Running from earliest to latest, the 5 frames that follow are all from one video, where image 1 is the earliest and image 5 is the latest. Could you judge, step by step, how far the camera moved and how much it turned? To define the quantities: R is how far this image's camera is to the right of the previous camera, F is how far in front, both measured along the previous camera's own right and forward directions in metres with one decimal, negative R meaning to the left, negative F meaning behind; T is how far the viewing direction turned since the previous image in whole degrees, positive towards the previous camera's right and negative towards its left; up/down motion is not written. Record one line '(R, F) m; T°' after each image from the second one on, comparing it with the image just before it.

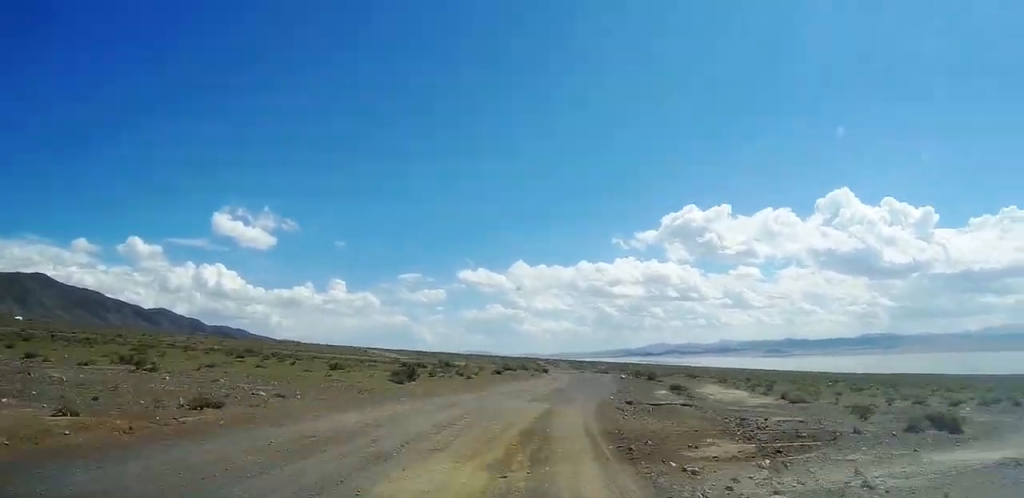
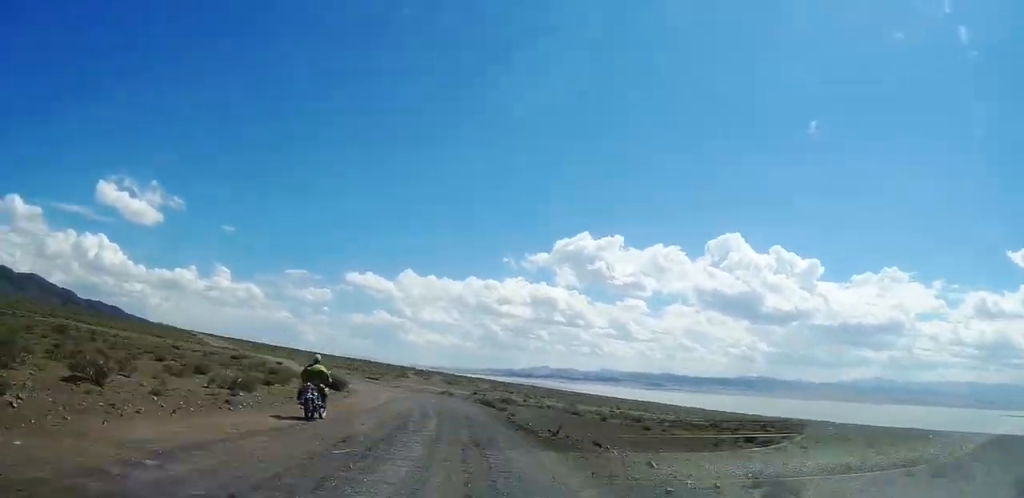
(+5.3, +62.7) m; -6°
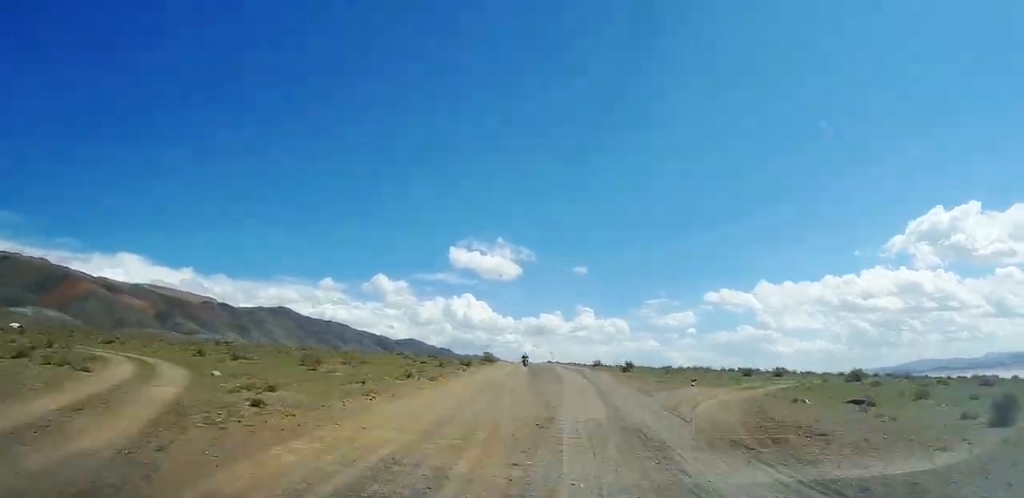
(-47.1, +200.9) m; -15°
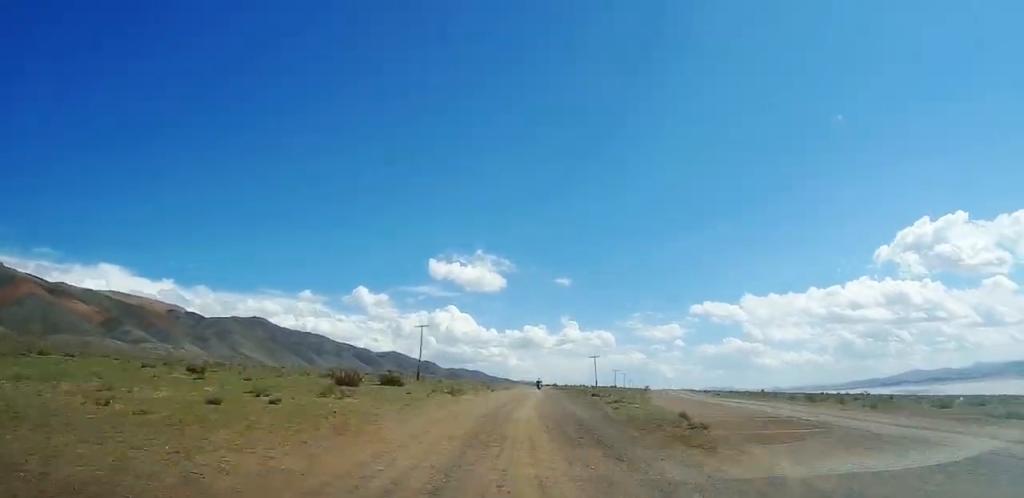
(+9.7, +190.2) m; +8°
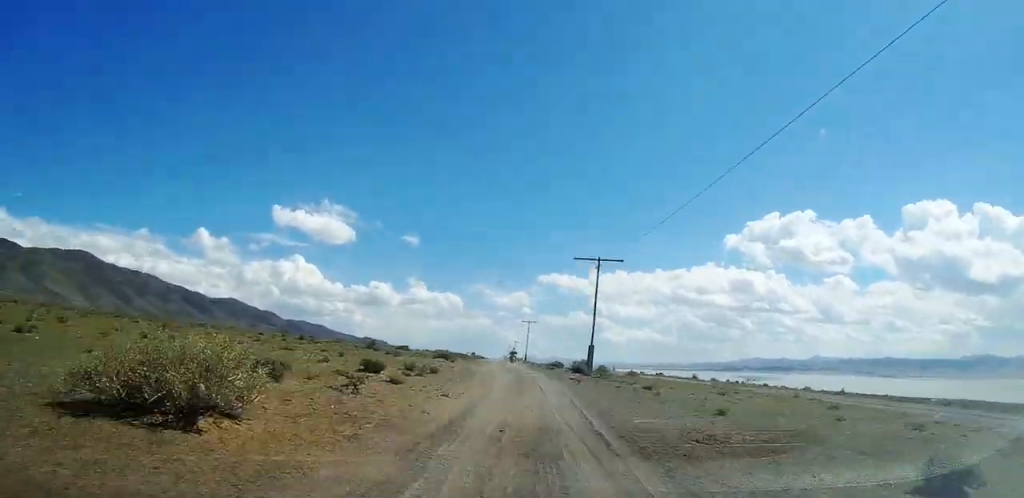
(+9.6, +141.6) m; +6°
